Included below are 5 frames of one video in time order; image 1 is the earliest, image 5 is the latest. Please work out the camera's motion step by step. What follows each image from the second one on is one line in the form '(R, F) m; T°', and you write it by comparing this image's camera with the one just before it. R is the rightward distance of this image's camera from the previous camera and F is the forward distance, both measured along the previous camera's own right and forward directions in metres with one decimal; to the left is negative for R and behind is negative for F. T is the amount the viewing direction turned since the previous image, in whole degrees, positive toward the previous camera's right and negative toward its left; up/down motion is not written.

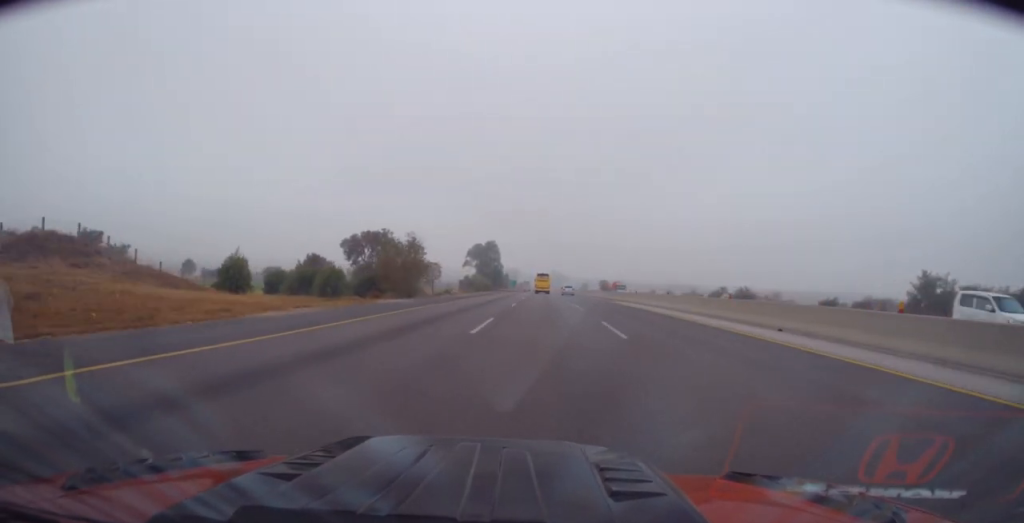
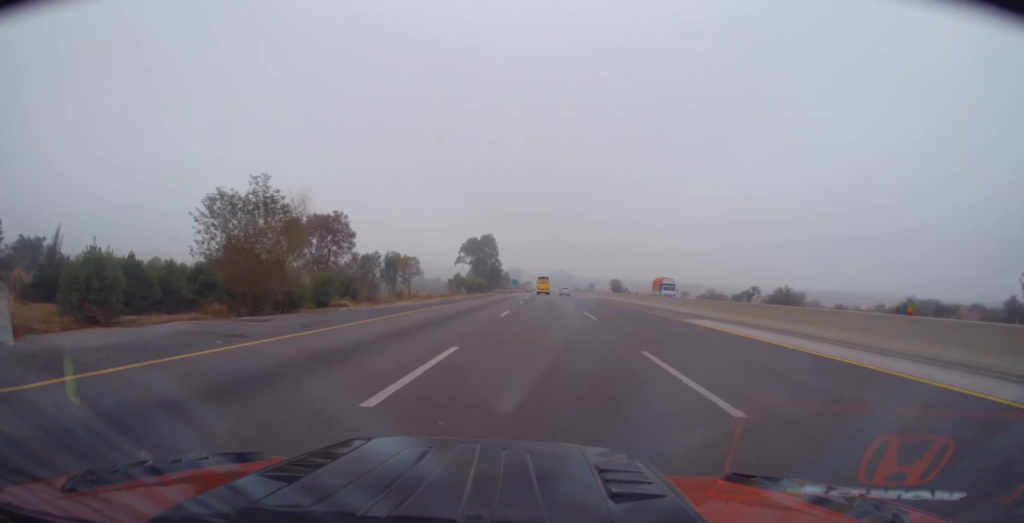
(+0.1, +26.5) m; +1°
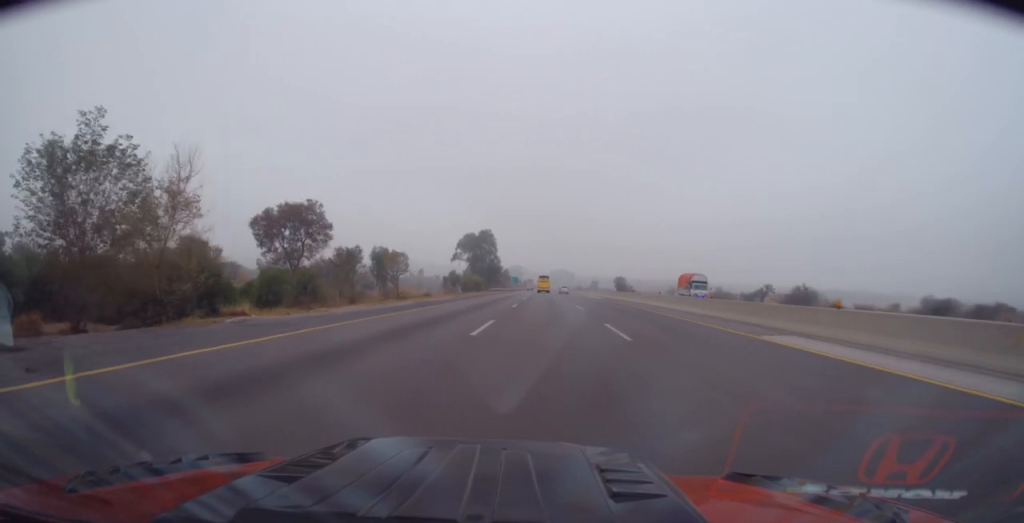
(+0.1, +9.5) m; 0°
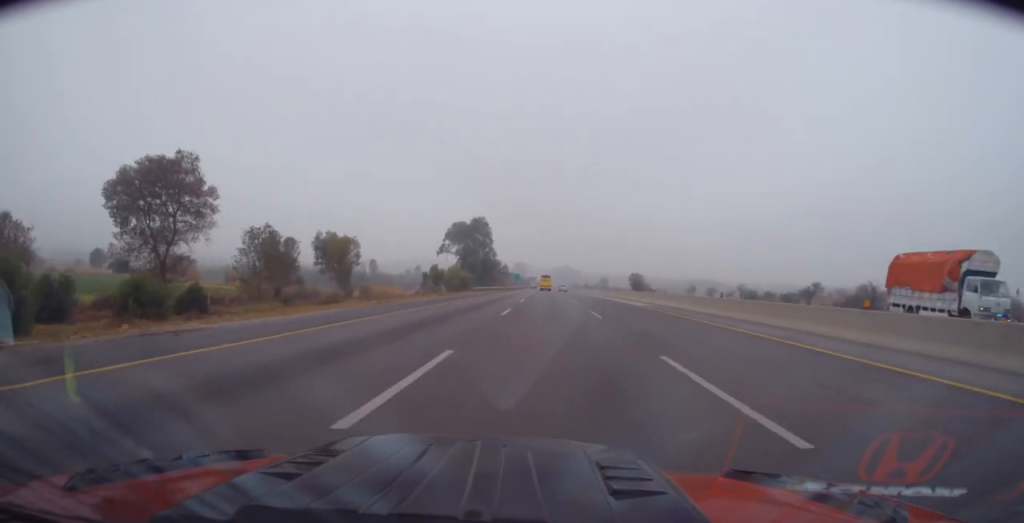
(-0.4, +27.2) m; -1°
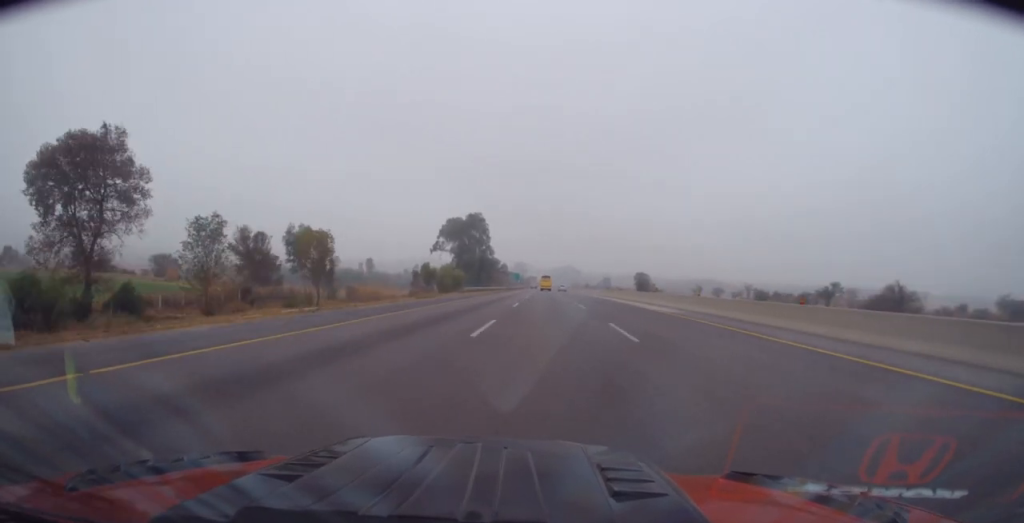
(0.0, +9.0) m; 0°
